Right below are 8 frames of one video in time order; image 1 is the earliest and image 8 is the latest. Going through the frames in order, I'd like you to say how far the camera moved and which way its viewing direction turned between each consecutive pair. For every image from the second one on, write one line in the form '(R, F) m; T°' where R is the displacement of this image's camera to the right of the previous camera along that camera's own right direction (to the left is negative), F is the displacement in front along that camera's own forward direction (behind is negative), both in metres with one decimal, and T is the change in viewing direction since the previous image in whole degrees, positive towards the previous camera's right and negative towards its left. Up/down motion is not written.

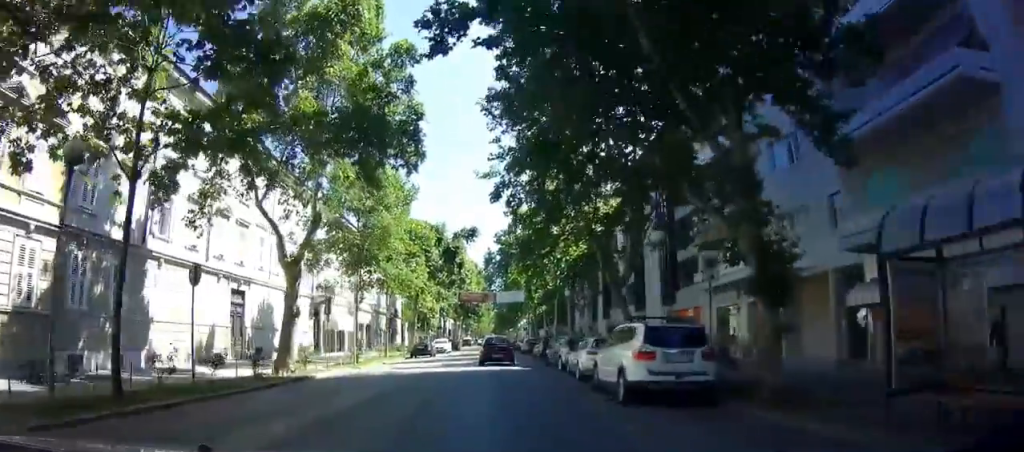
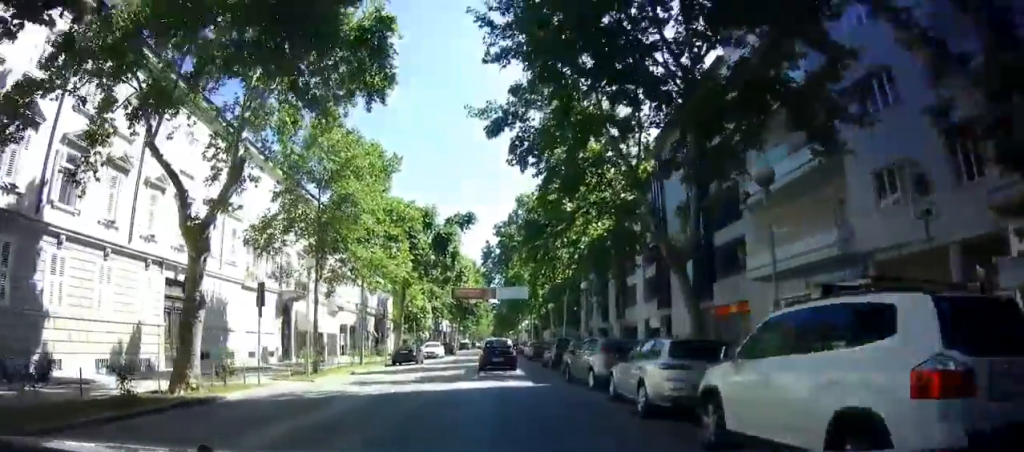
(-0.2, +7.1) m; -2°
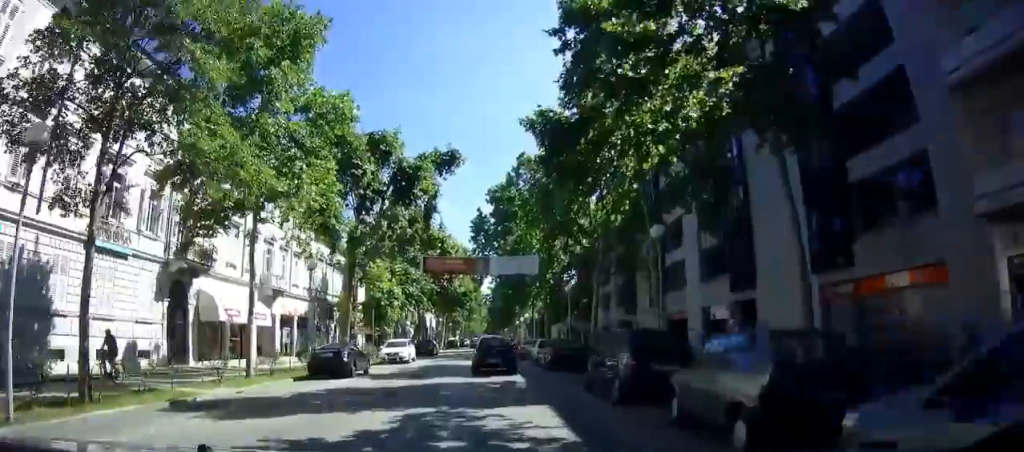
(+0.2, +14.5) m; +1°
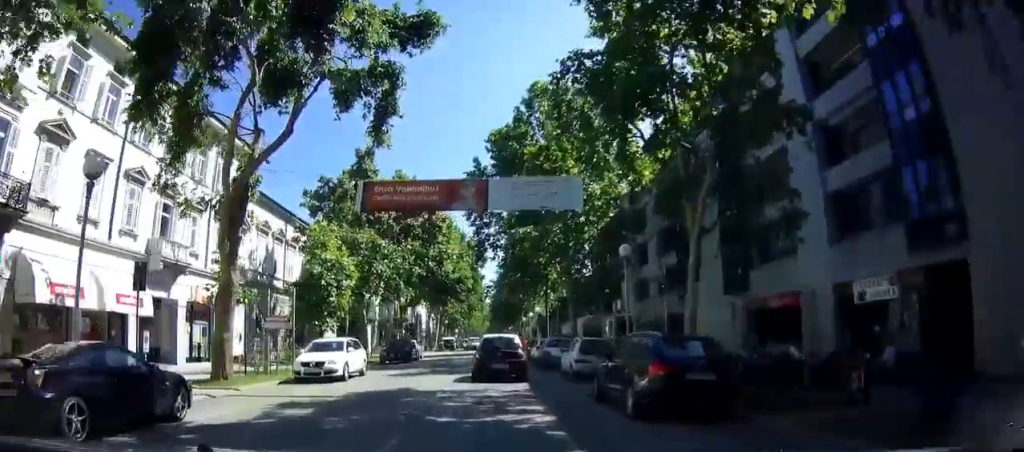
(0.0, +14.0) m; +3°
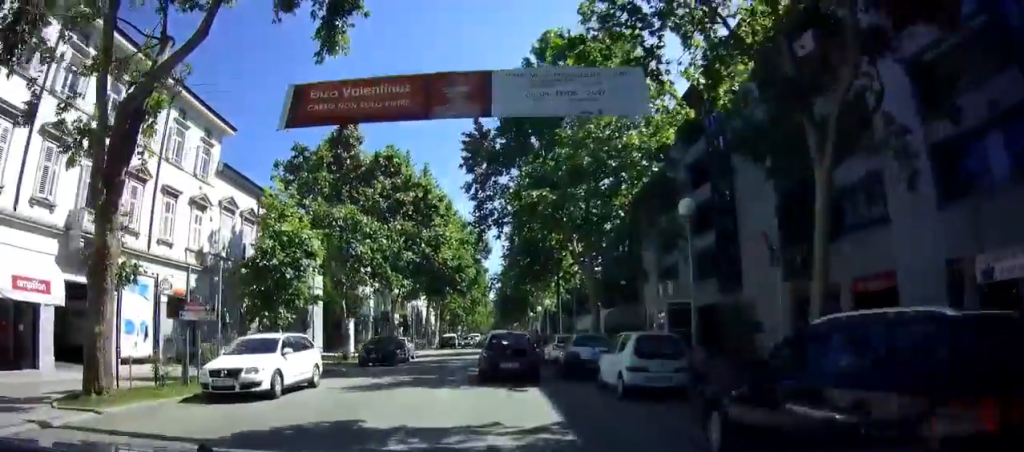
(+0.4, +7.2) m; +3°
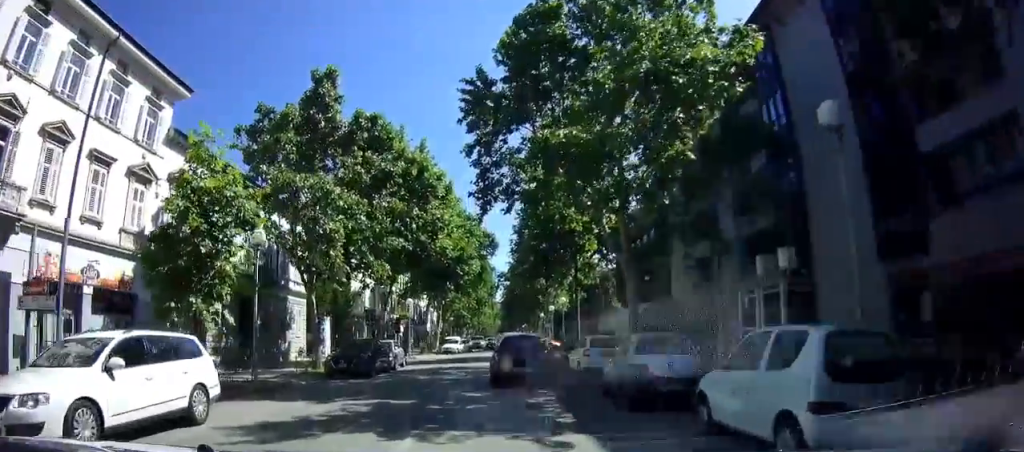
(-0.1, +7.5) m; -4°
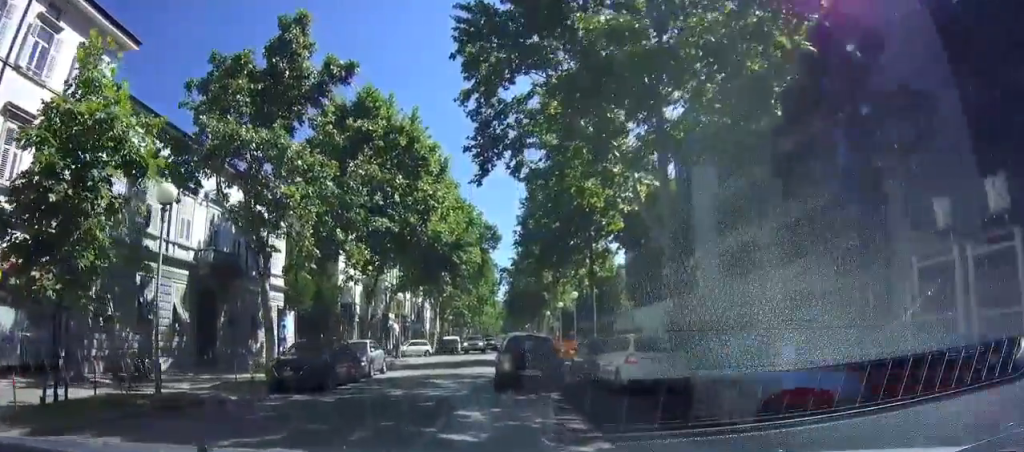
(-0.3, +6.1) m; -3°
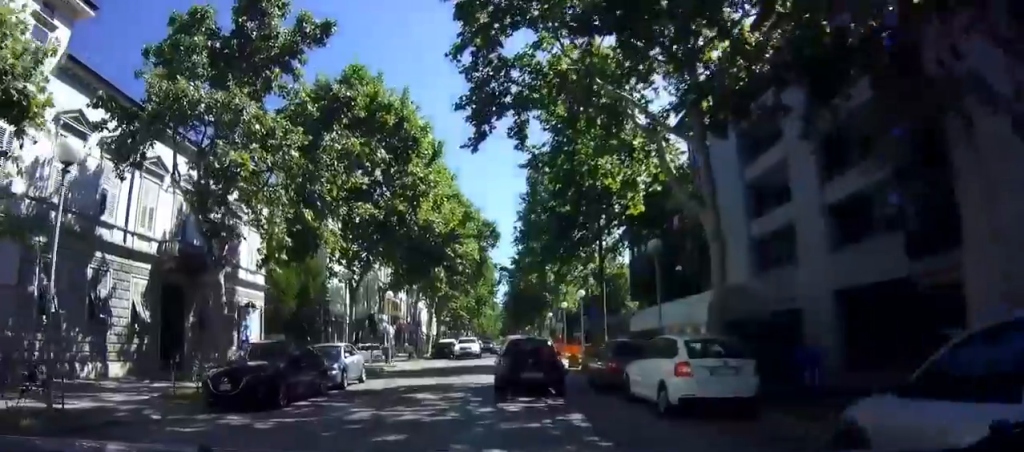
(0.0, +3.6) m; 0°
